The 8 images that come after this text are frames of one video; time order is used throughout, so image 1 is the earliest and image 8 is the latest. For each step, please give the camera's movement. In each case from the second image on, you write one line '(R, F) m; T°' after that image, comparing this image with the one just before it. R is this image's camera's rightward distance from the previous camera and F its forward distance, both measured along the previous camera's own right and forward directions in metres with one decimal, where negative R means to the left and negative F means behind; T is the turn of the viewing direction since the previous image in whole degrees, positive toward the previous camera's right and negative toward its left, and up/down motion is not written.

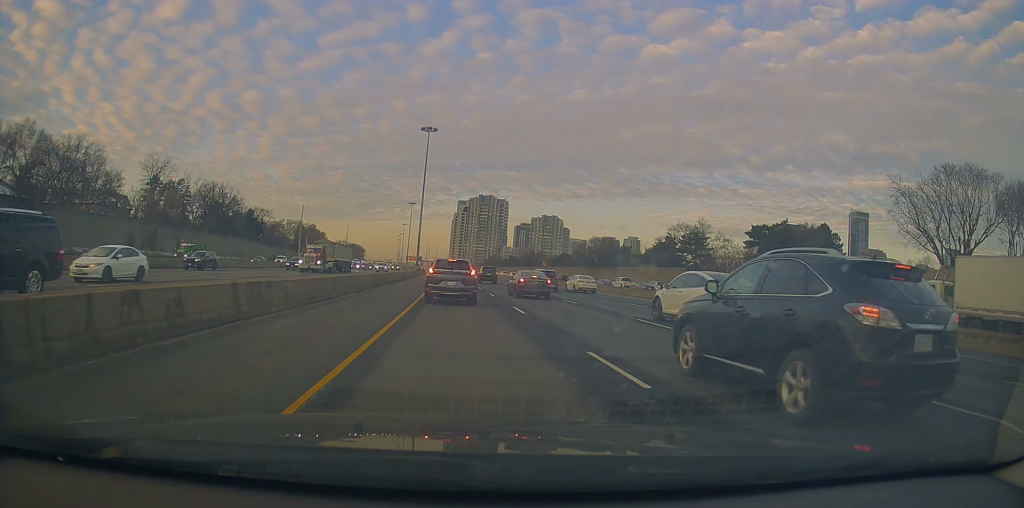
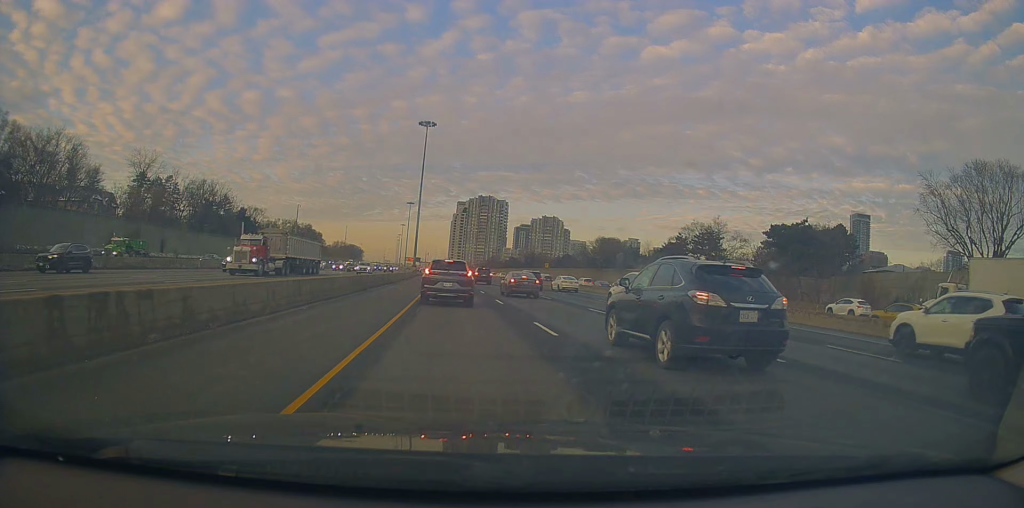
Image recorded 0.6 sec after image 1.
(-0.2, +6.0) m; -1°
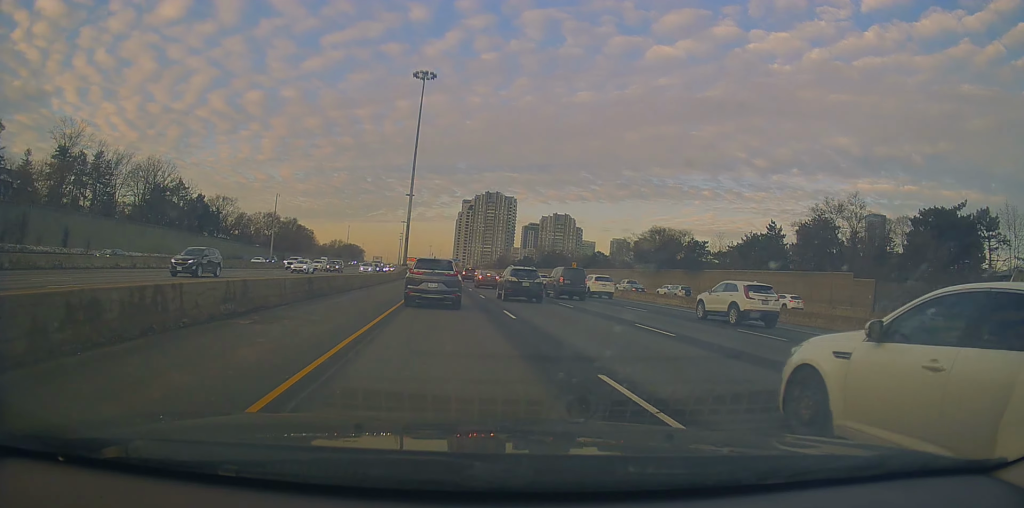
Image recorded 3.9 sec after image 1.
(+0.8, +32.0) m; +1°
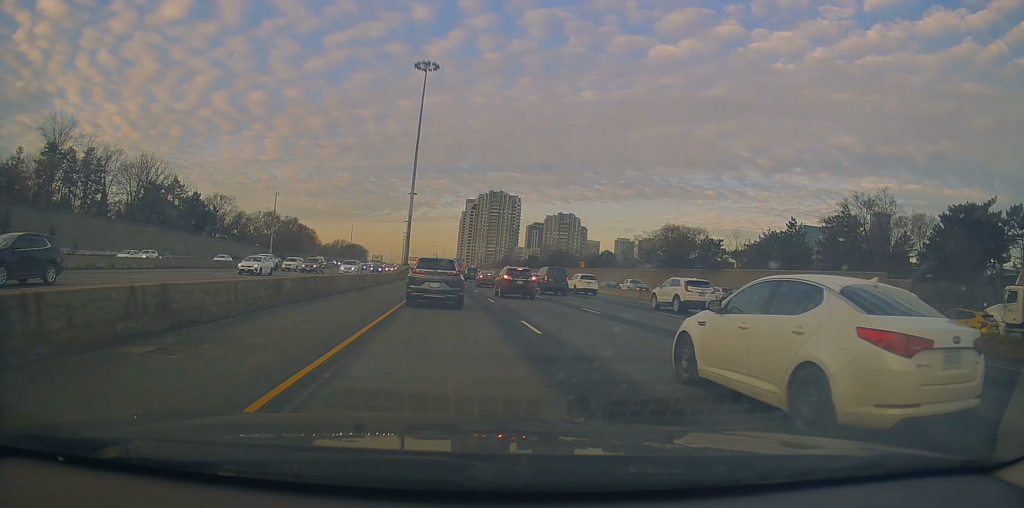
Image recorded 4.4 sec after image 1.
(-0.1, +4.2) m; -1°
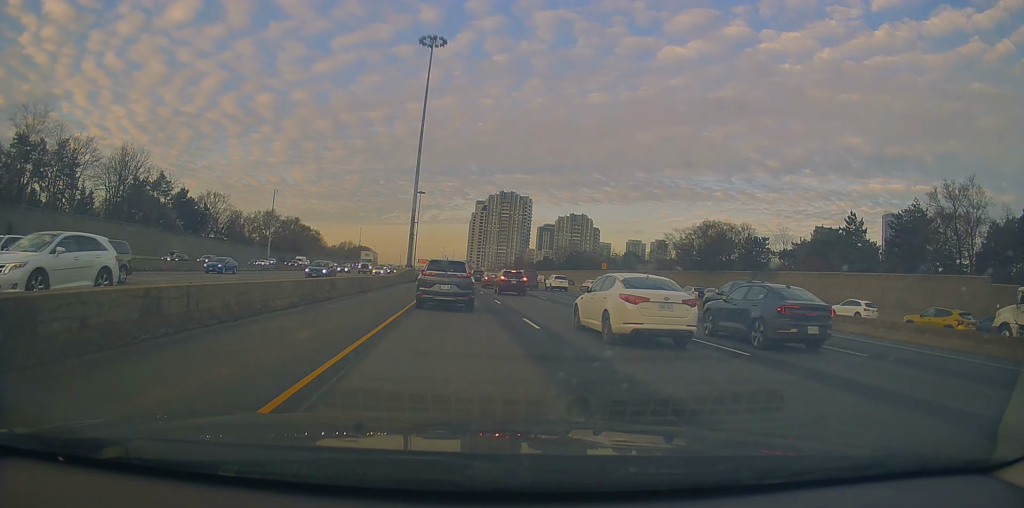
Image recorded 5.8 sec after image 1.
(-0.3, +10.8) m; +1°
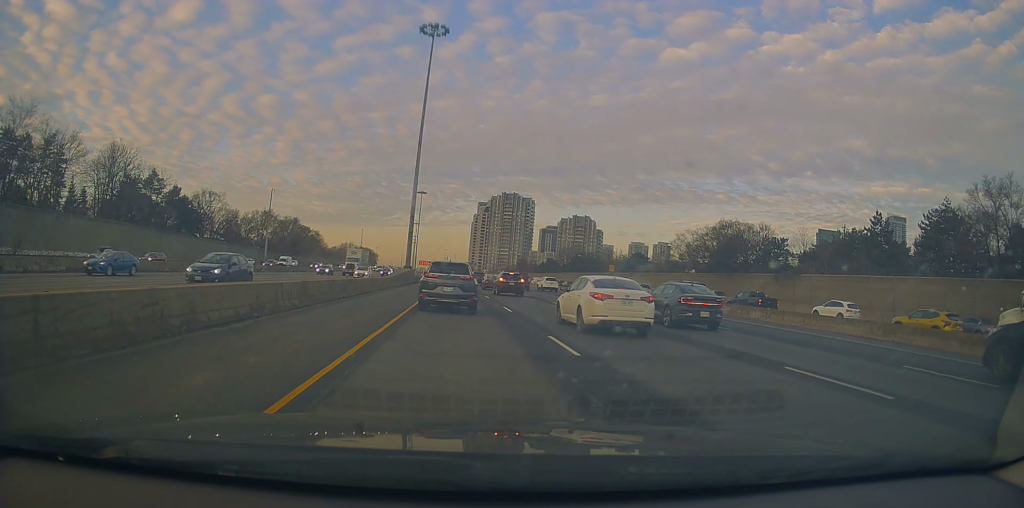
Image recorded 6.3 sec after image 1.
(+0.1, +4.2) m; +1°
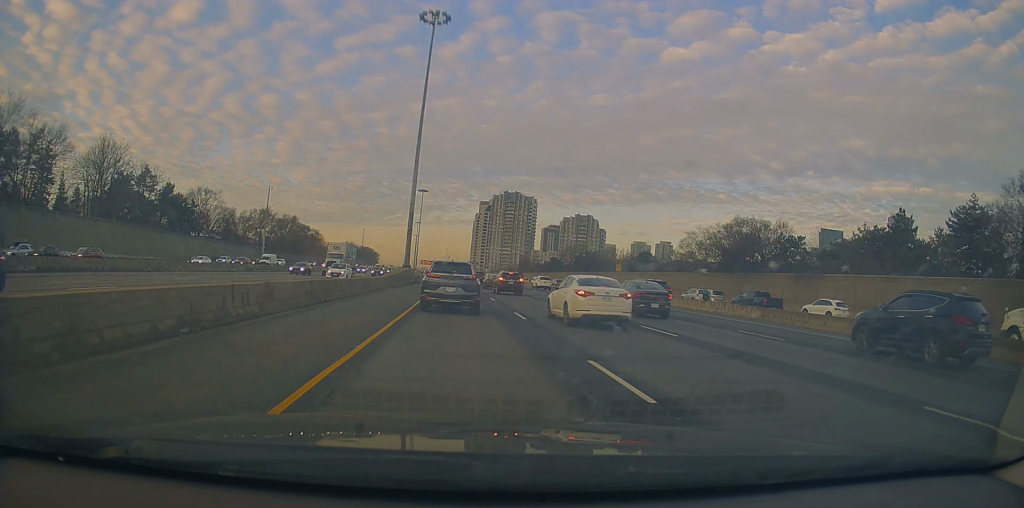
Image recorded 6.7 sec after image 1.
(0.0, +3.4) m; 0°
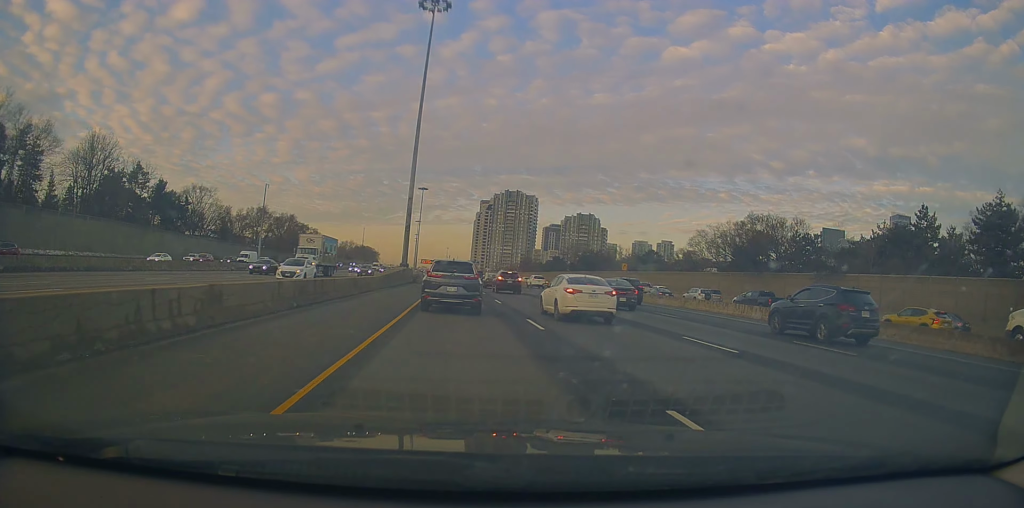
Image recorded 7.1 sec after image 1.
(0.0, +3.1) m; 0°
